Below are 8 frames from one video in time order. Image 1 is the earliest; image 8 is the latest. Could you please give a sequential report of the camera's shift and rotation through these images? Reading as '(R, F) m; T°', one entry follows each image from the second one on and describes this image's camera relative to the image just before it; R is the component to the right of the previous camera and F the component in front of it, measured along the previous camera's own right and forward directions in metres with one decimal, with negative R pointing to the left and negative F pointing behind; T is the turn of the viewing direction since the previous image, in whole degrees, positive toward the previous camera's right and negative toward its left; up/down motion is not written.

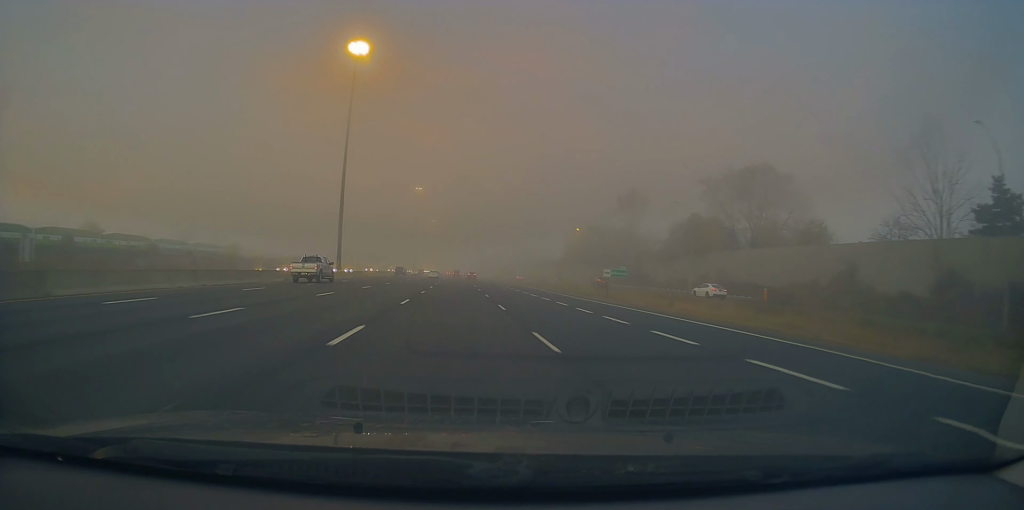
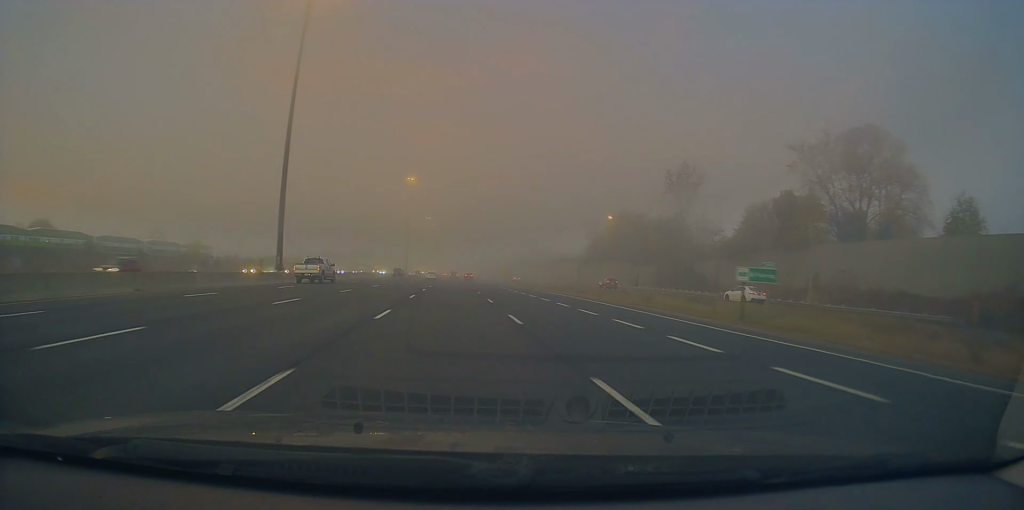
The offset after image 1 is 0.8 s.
(-0.2, +25.8) m; -1°
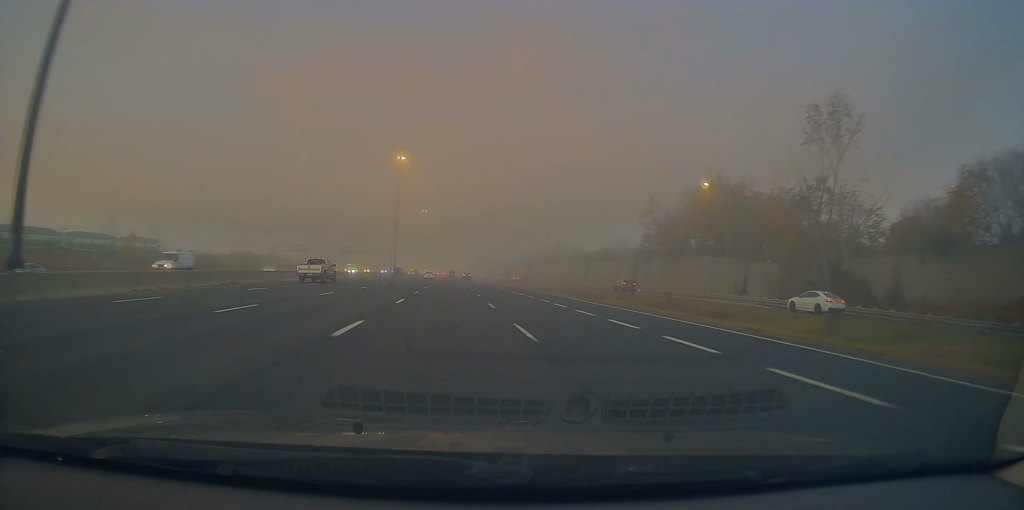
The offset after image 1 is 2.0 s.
(-0.2, +37.0) m; 0°
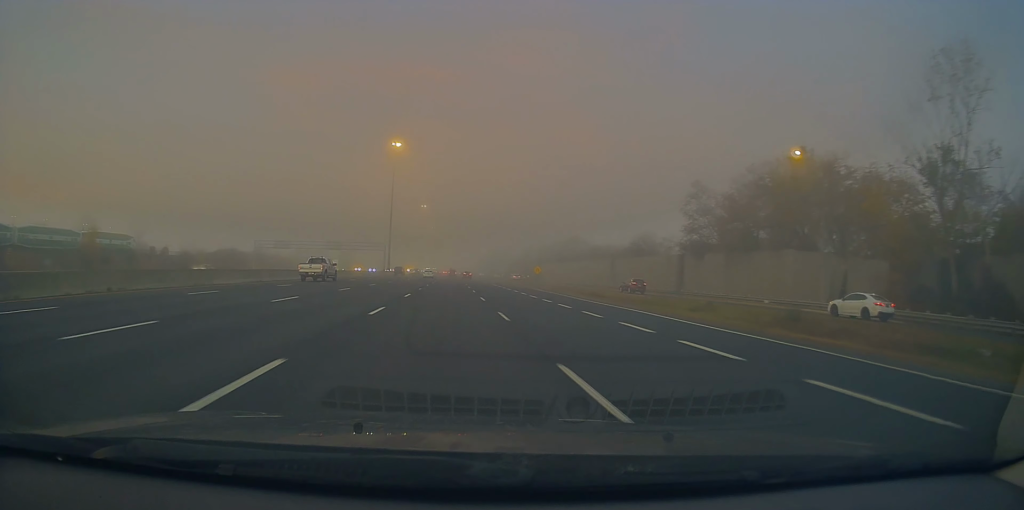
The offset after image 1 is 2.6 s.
(0.0, +17.0) m; 0°
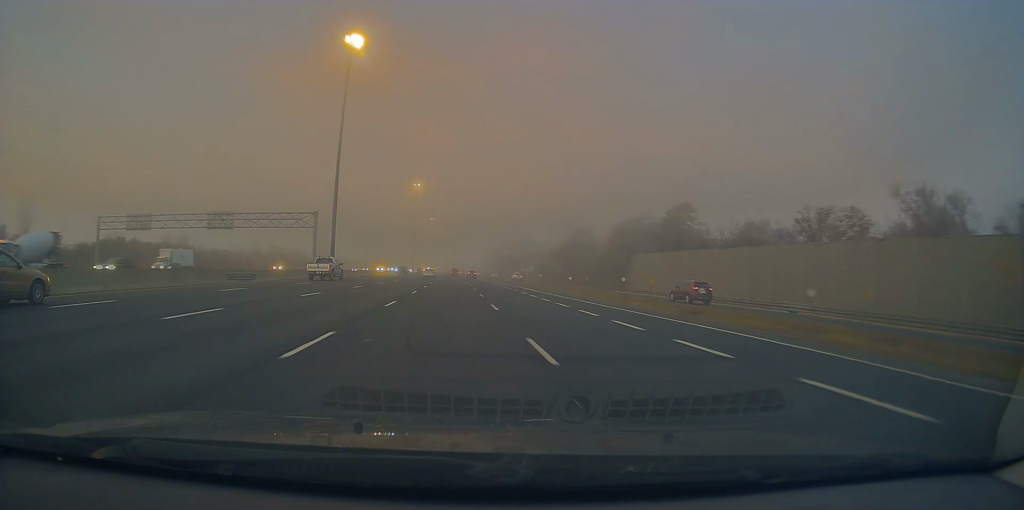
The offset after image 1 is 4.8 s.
(-0.1, +74.1) m; -1°
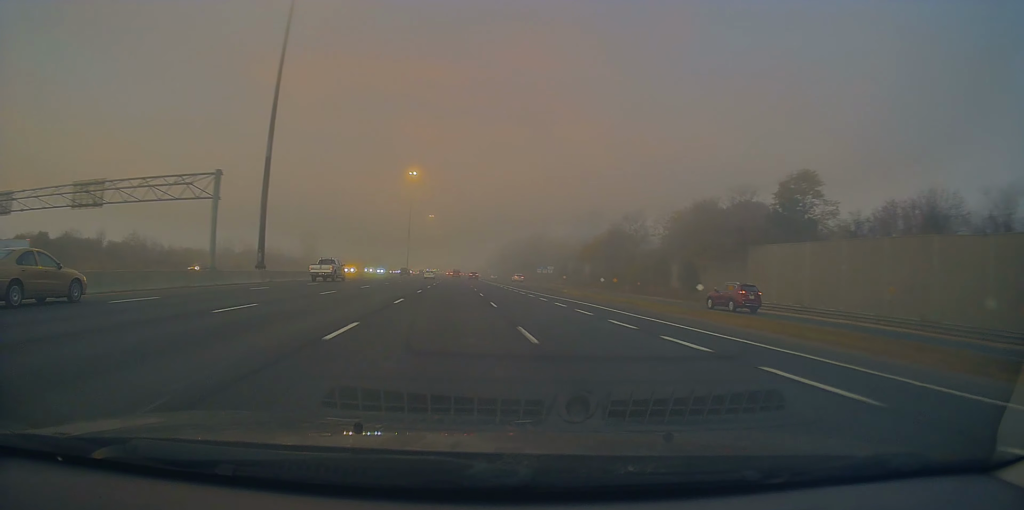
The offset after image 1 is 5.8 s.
(-0.1, +30.5) m; 0°
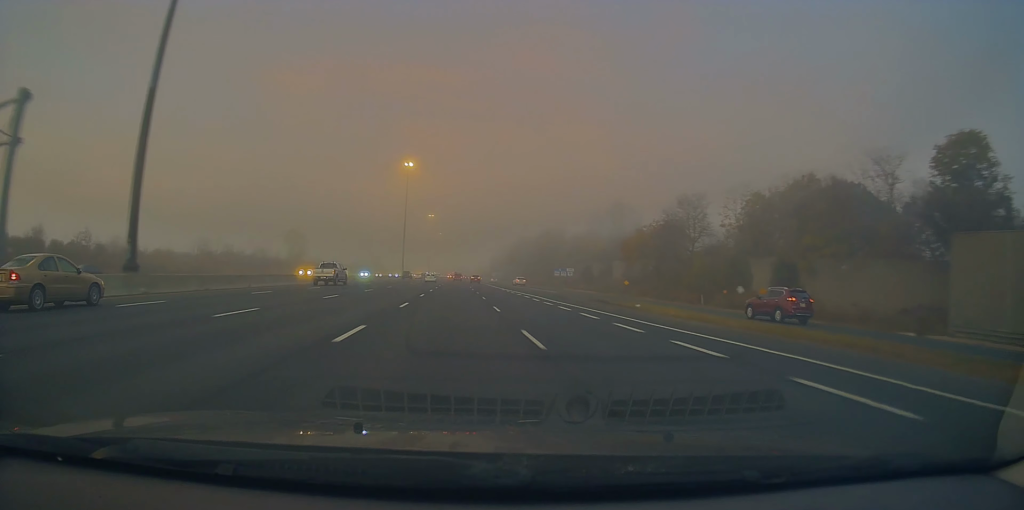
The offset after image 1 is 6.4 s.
(0.0, +22.7) m; 0°
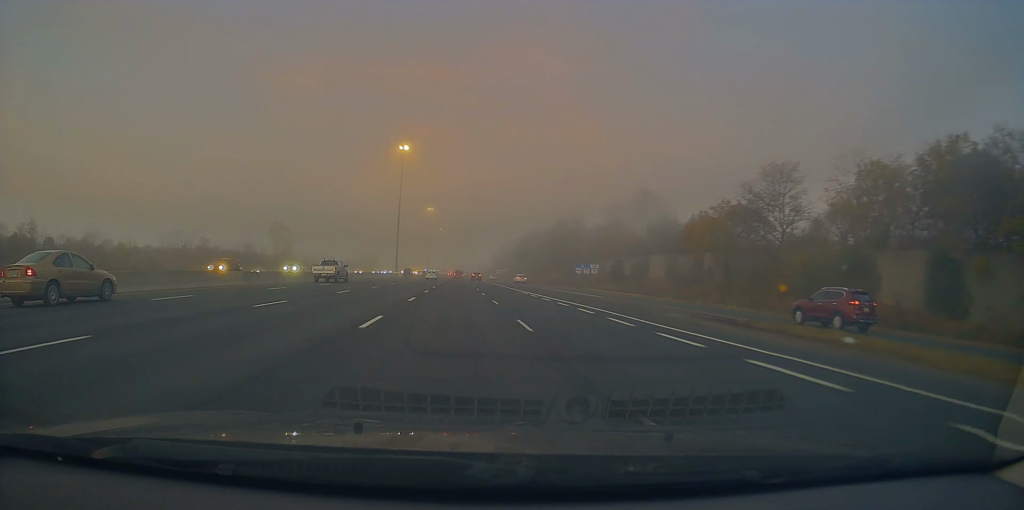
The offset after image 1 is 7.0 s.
(0.0, +19.7) m; 0°
